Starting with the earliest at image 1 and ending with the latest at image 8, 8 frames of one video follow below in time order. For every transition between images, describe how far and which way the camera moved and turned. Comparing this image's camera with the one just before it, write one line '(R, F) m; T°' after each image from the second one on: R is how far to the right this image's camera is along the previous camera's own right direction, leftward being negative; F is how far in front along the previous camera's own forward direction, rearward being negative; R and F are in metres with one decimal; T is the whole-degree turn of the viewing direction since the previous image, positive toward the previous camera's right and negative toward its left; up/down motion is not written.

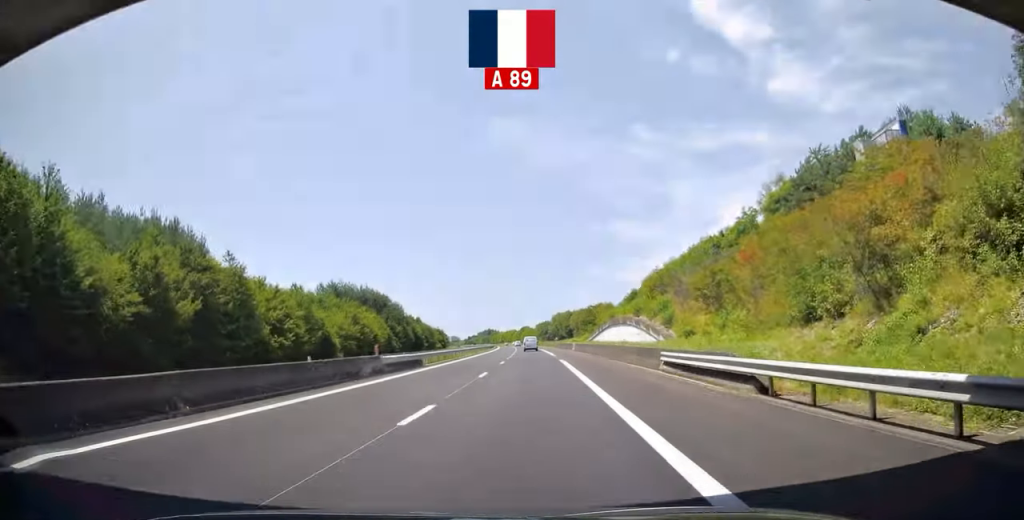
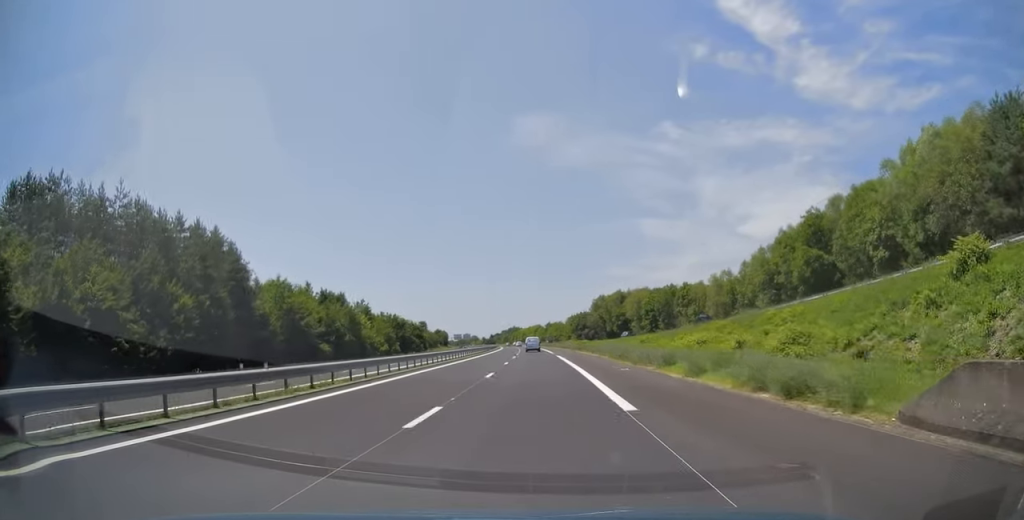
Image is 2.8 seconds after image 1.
(-2.1, +92.0) m; -2°
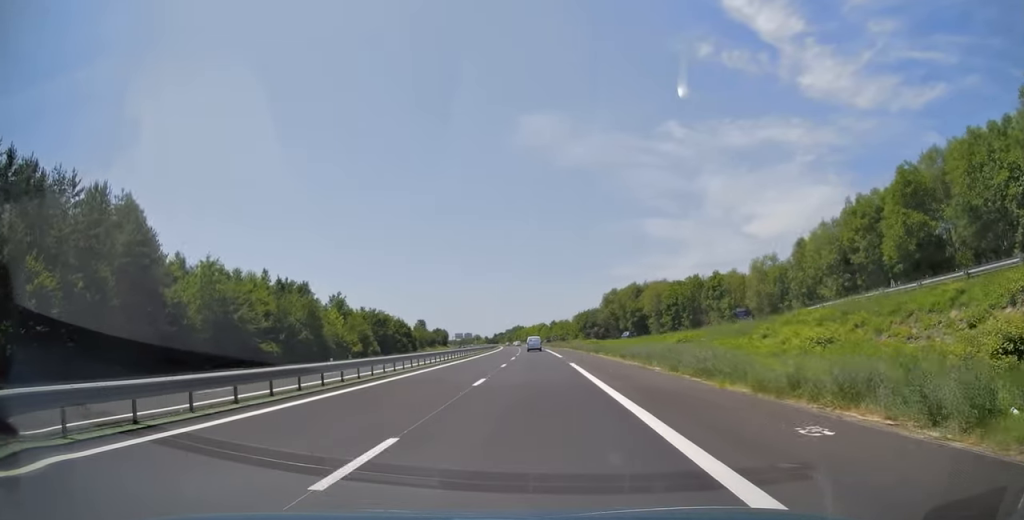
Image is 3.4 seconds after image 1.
(-0.1, +17.2) m; 0°
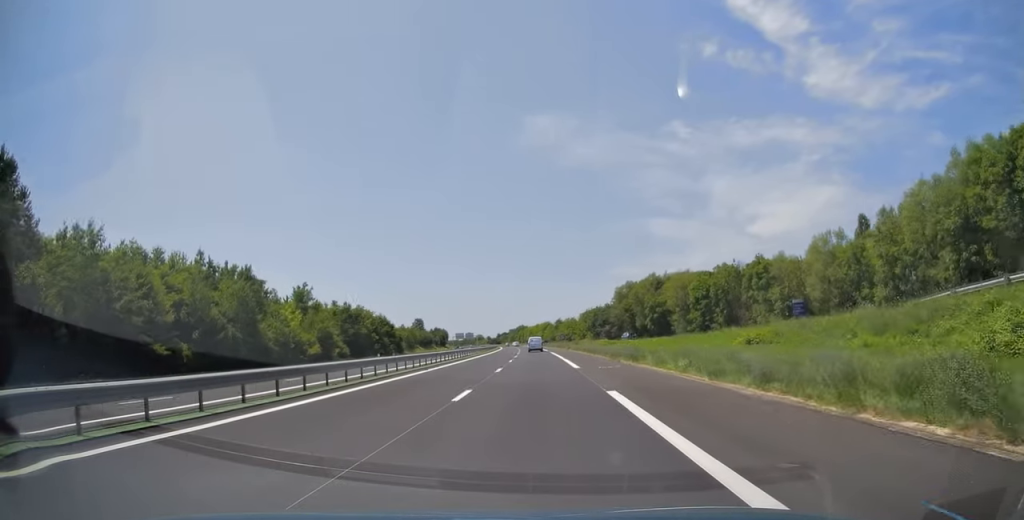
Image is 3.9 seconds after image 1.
(0.0, +17.8) m; 0°
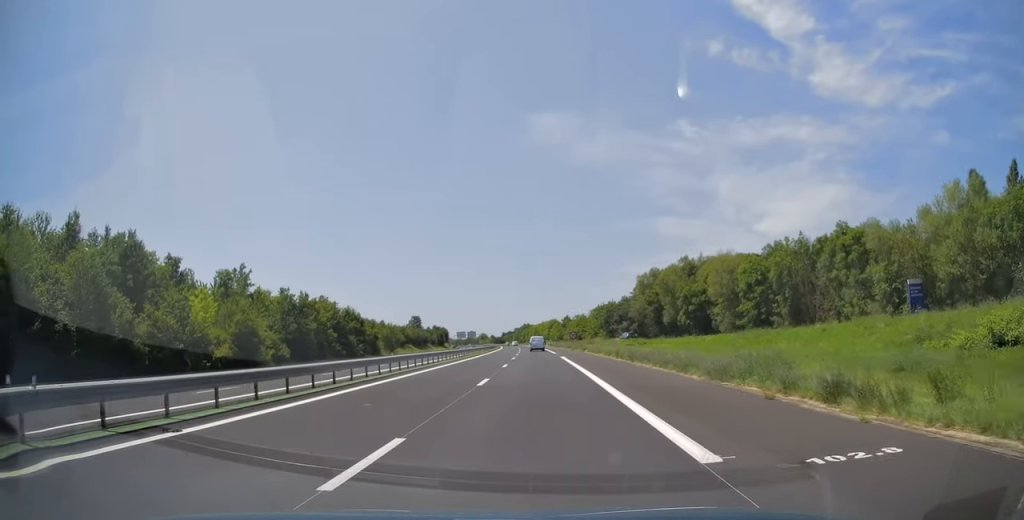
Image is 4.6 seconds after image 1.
(0.0, +21.5) m; 0°
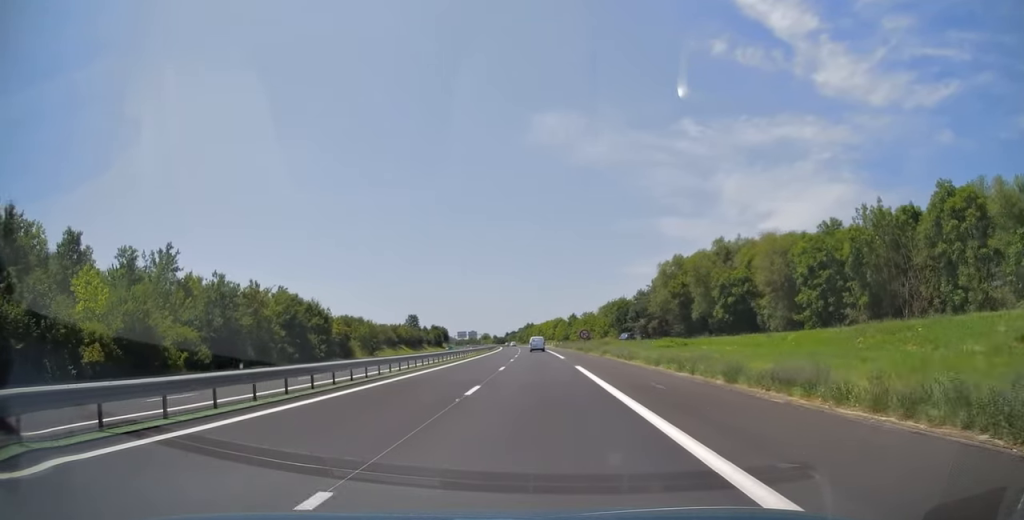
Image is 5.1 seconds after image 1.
(-0.2, +16.2) m; 0°
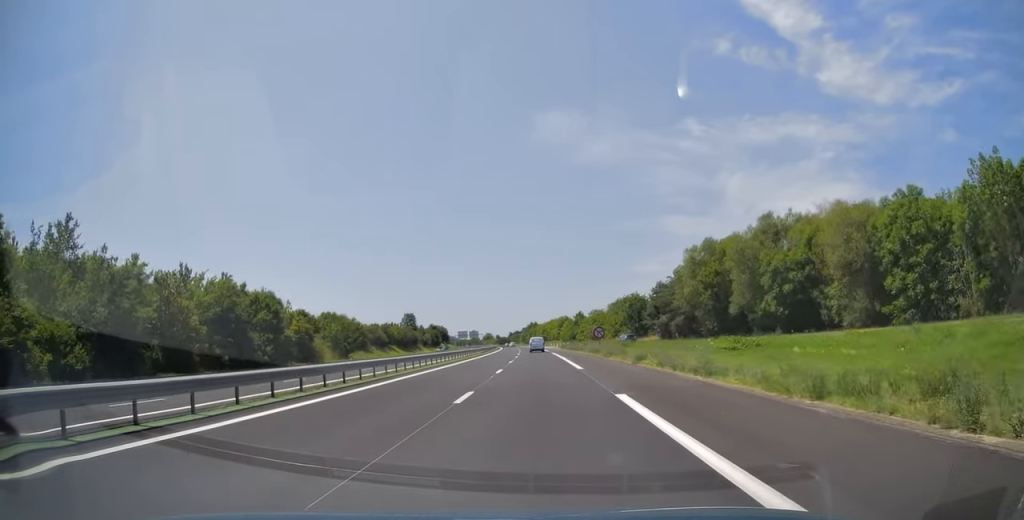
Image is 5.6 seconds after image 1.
(-0.1, +15.1) m; 0°
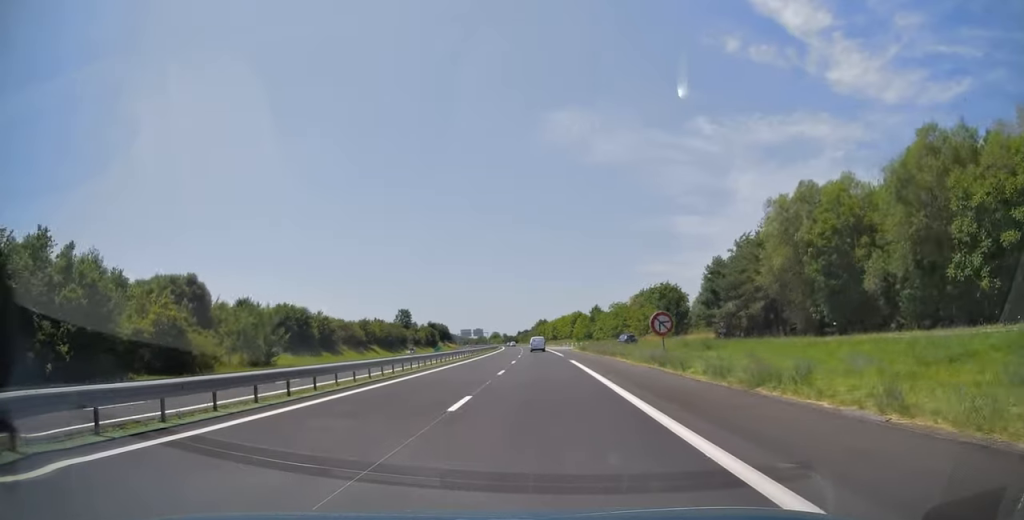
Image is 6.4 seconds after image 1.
(+0.3, +27.4) m; -1°
